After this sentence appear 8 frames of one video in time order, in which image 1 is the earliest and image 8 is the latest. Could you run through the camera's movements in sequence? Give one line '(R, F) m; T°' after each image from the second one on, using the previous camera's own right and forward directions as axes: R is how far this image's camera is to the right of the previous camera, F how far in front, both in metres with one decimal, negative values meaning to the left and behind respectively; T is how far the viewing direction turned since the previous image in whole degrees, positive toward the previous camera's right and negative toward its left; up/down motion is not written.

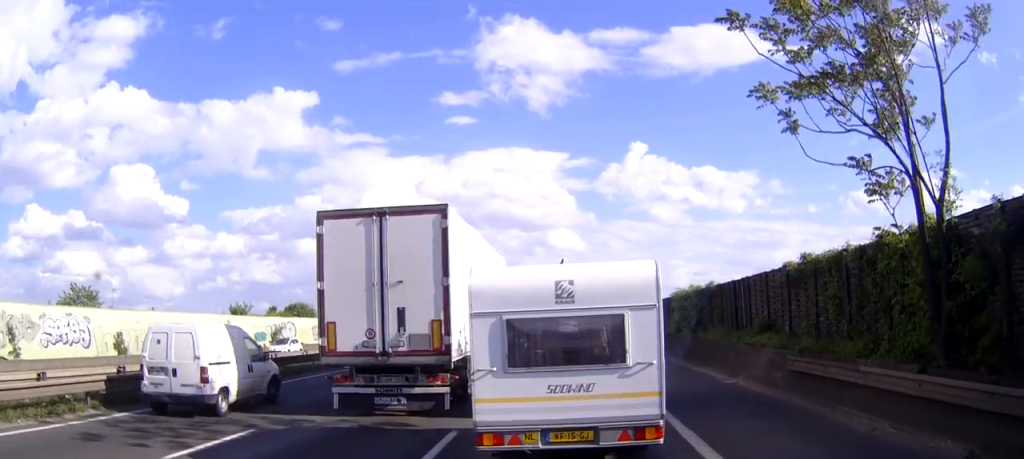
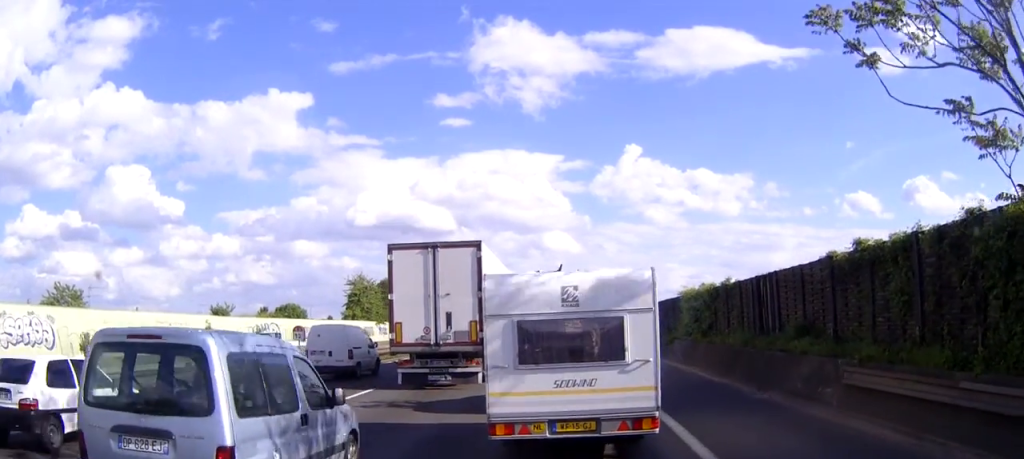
(0.0, +3.7) m; +1°
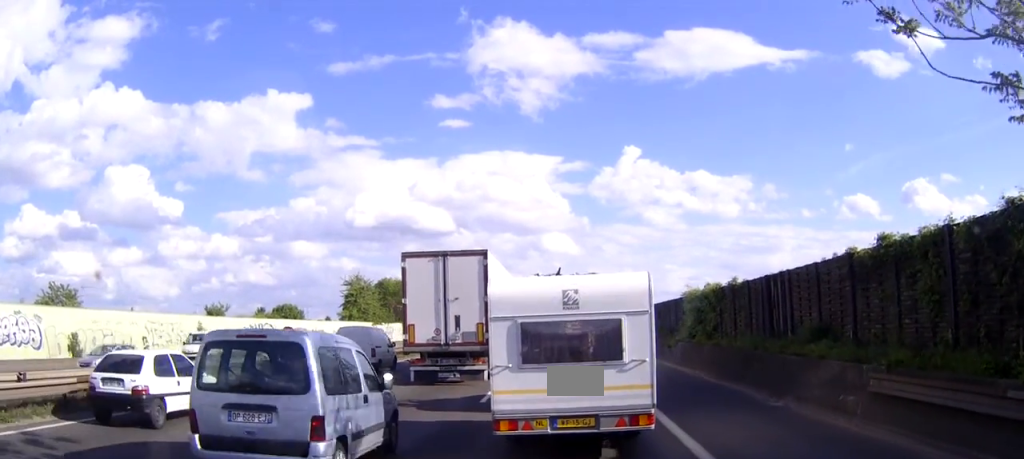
(0.0, +1.2) m; 0°
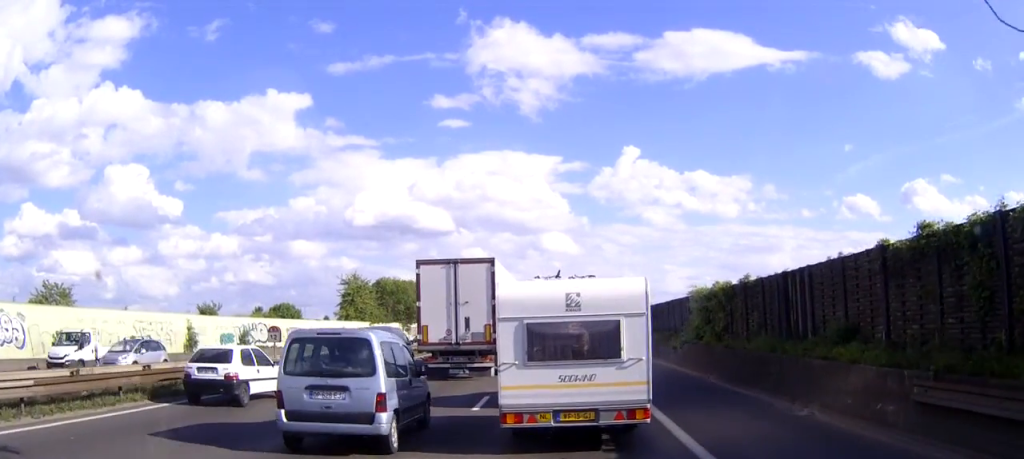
(0.0, +1.6) m; -1°
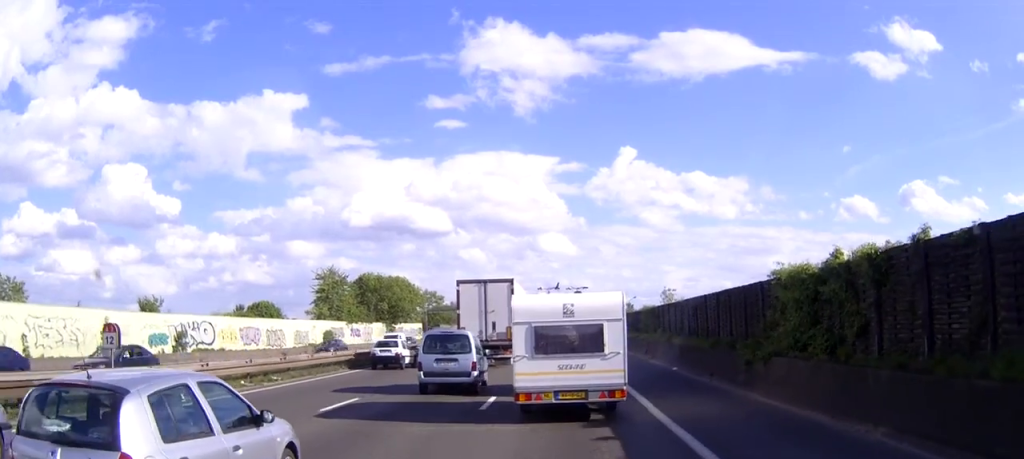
(-0.3, +11.6) m; -2°
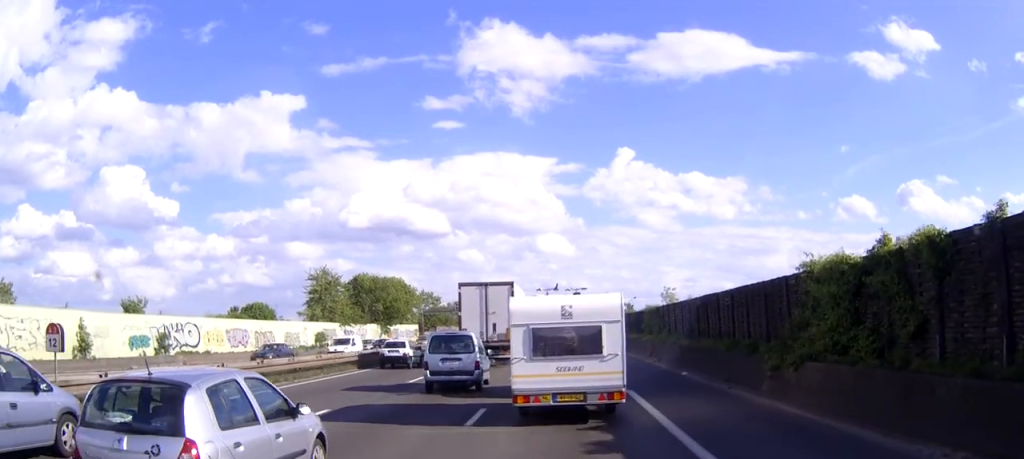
(0.0, +2.6) m; 0°
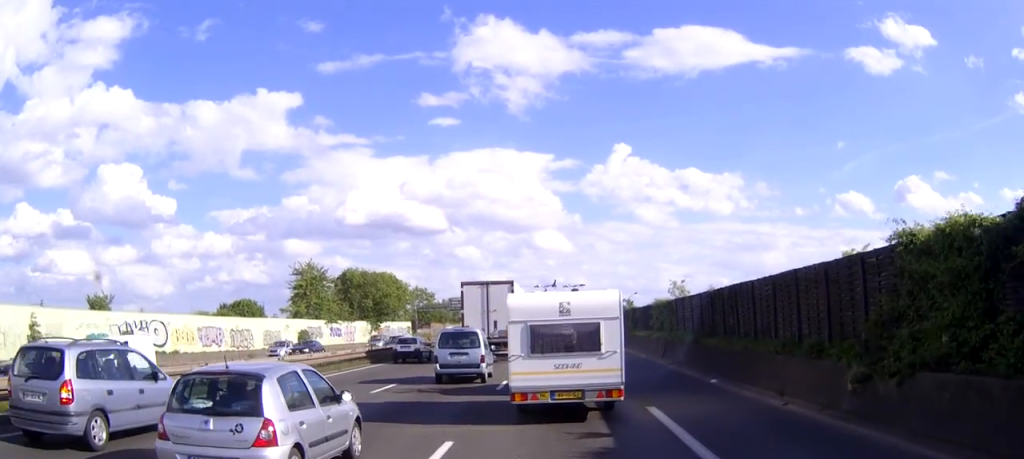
(0.0, +5.1) m; 0°
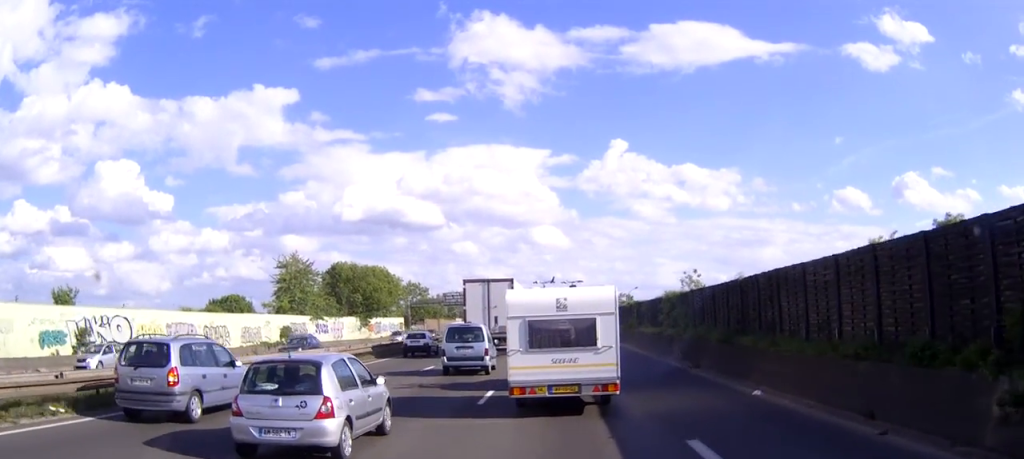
(0.0, +5.0) m; 0°
